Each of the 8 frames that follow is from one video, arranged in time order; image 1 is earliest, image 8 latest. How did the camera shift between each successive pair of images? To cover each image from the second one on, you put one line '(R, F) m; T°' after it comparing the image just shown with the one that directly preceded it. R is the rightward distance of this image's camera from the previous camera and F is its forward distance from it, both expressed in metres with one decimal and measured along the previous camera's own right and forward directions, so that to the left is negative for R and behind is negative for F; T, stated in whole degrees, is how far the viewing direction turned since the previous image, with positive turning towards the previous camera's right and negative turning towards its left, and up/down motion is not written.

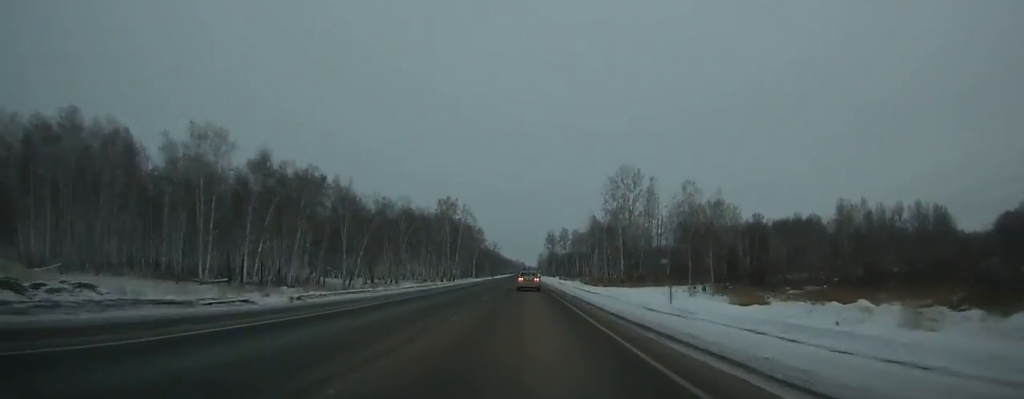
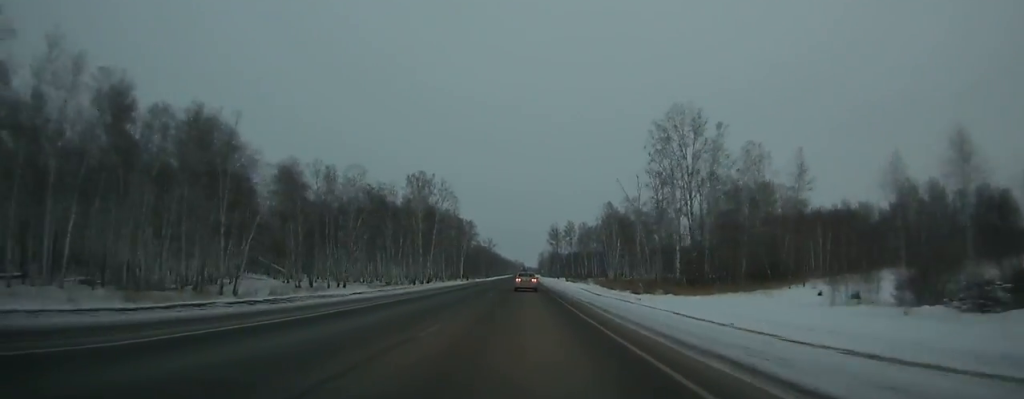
(0.0, +39.3) m; 0°
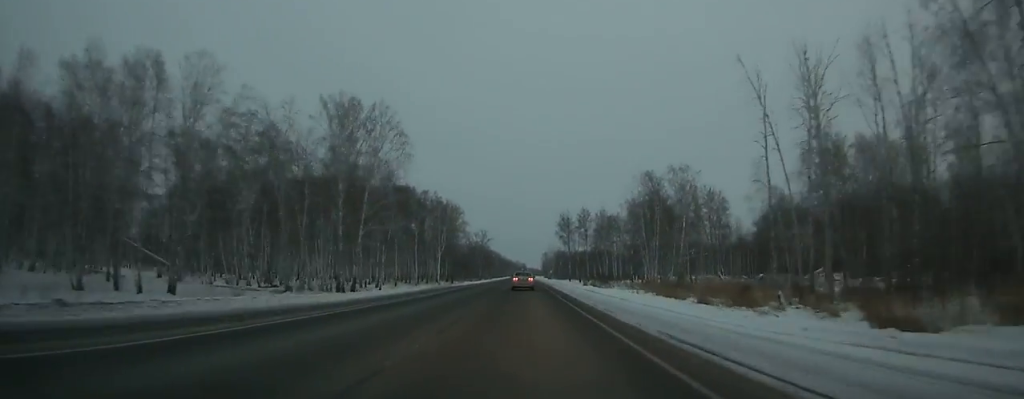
(0.0, +51.5) m; 0°
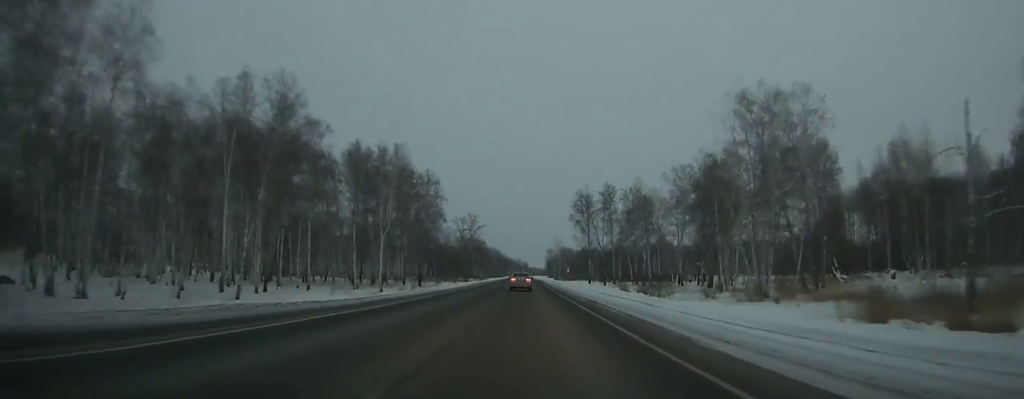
(-0.1, +54.2) m; 0°
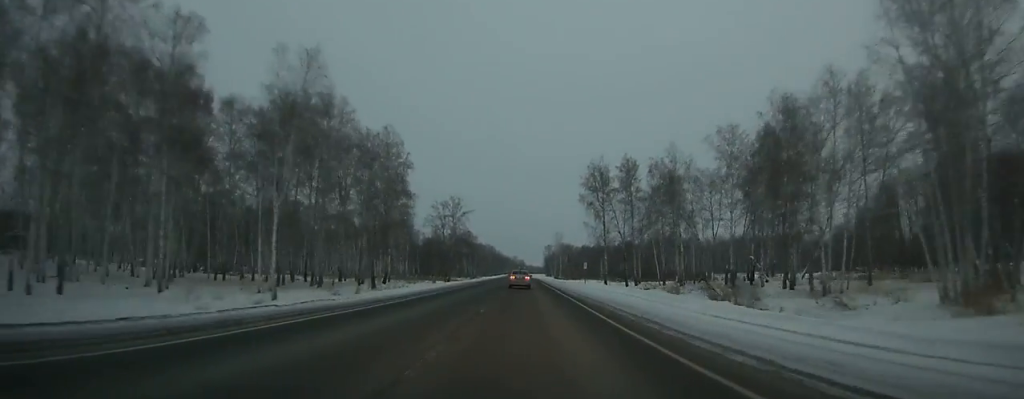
(-0.1, +32.0) m; 0°
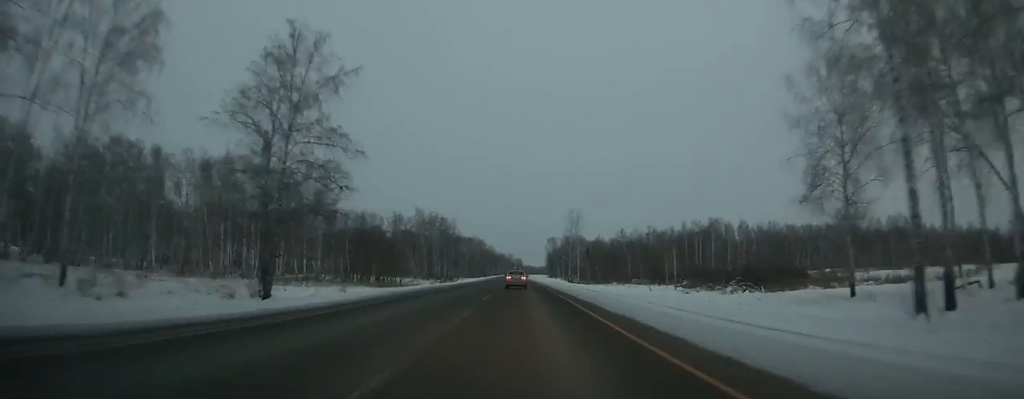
(+0.3, +87.5) m; 0°
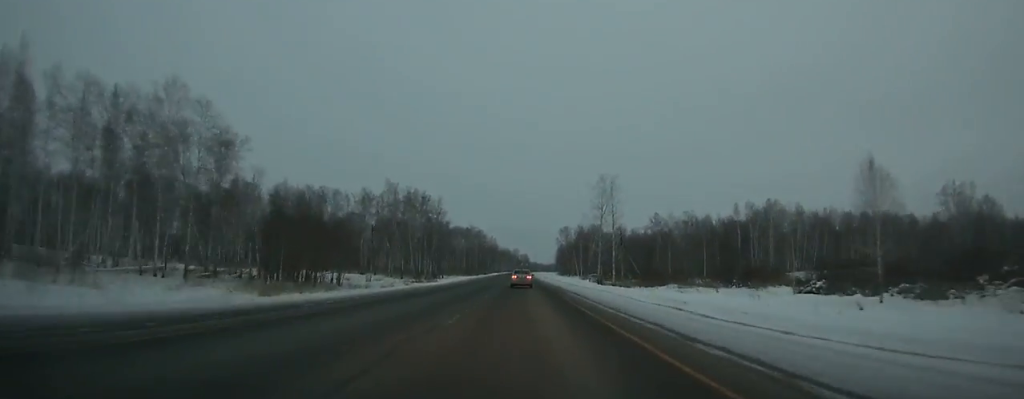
(-0.3, +50.7) m; 0°
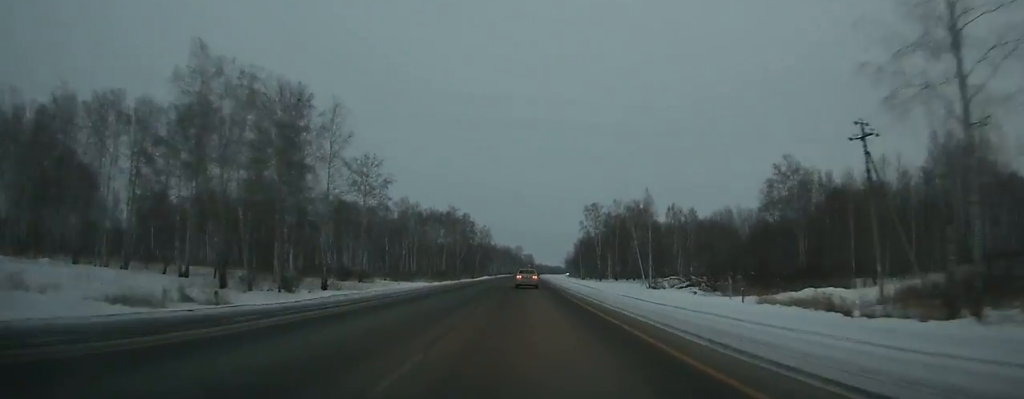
(-0.3, +92.0) m; 0°
